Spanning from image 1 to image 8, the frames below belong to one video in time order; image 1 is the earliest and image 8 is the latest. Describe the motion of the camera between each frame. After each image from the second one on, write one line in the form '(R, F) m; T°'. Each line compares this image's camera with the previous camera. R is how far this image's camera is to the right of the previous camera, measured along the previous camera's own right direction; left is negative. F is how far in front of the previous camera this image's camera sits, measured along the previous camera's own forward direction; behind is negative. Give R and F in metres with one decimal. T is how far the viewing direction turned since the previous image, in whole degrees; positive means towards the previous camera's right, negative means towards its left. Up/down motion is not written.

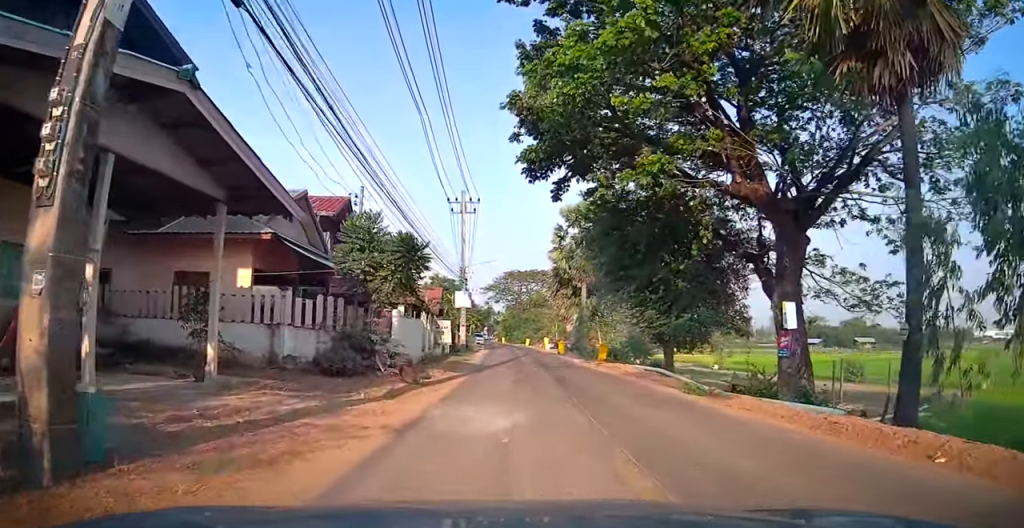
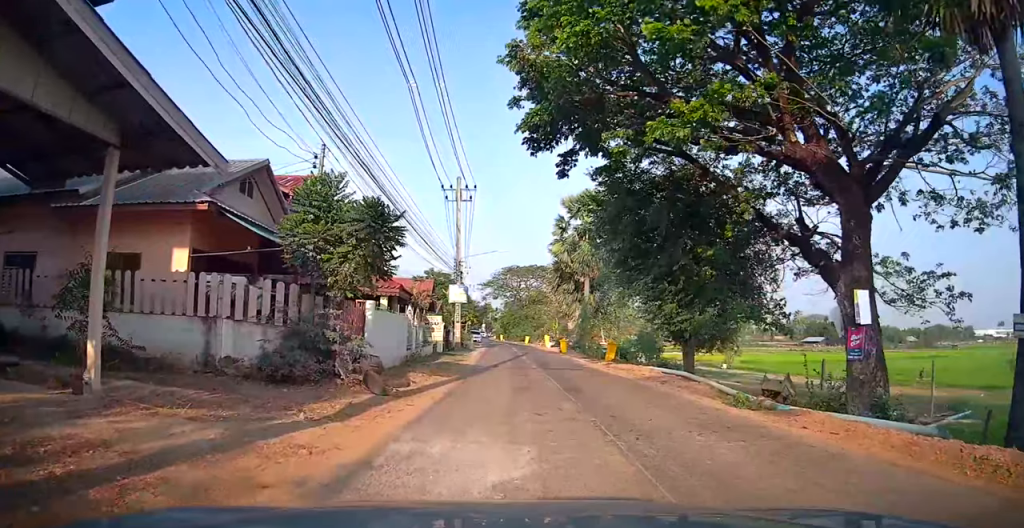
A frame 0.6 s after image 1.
(0.0, +2.4) m; +1°
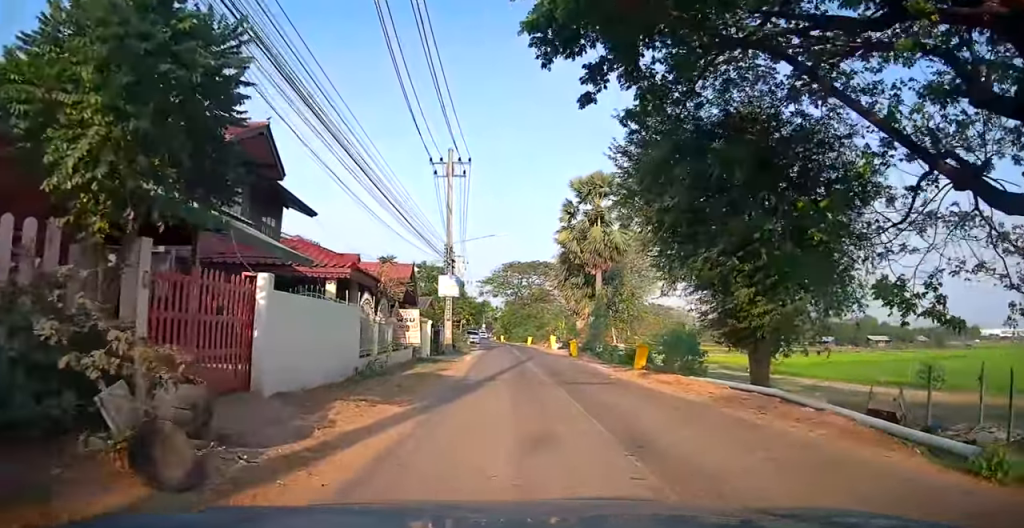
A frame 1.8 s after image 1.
(+0.1, +4.9) m; 0°
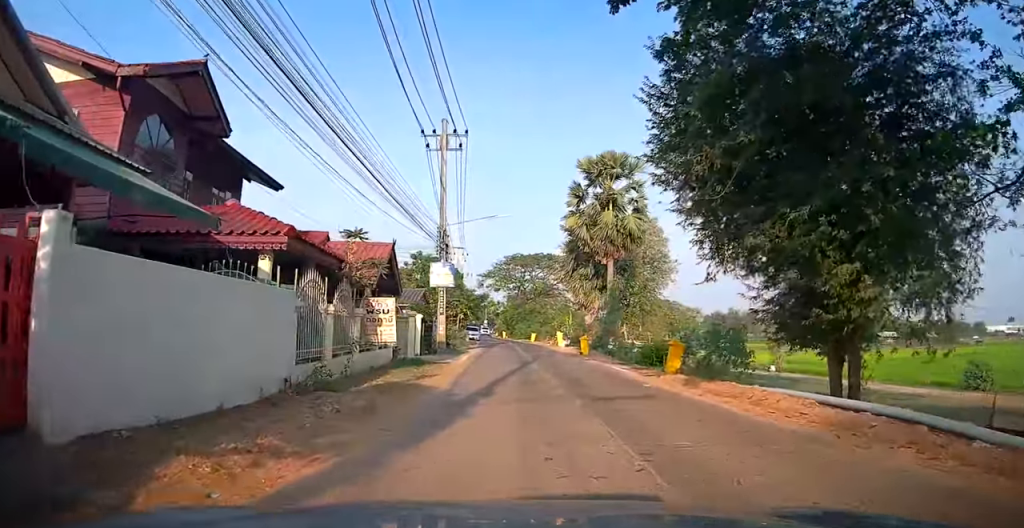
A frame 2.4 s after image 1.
(0.0, +3.4) m; -1°
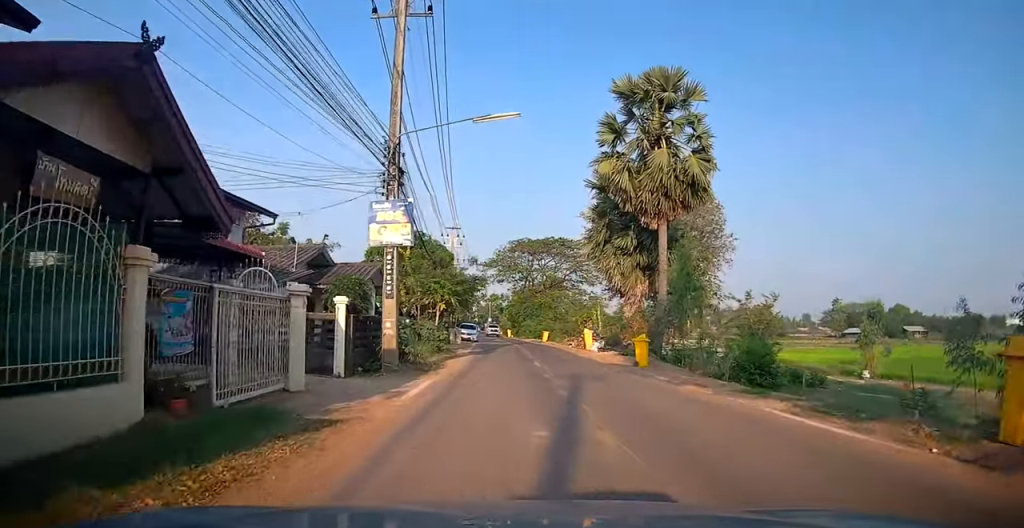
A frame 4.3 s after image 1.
(-0.4, +11.2) m; -3°
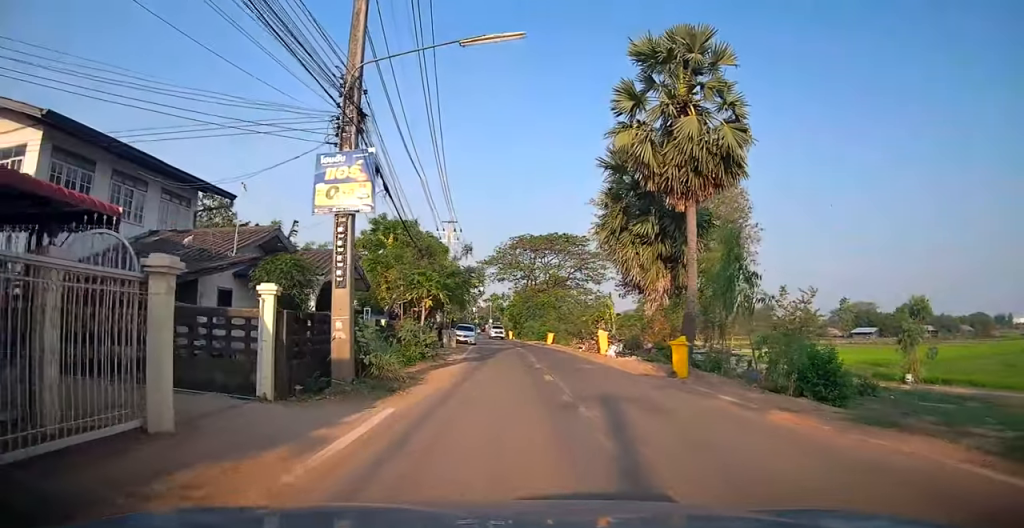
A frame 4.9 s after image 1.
(0.0, +3.6) m; -1°
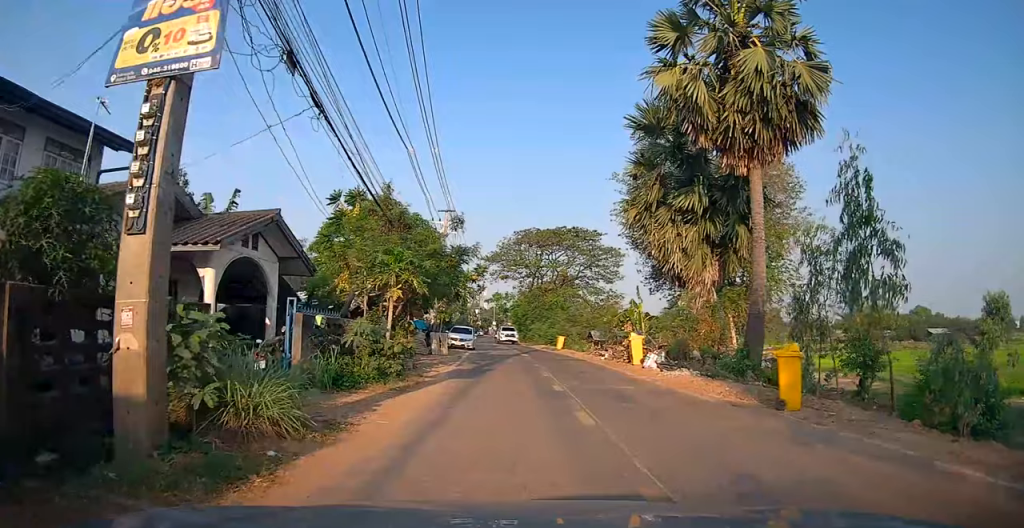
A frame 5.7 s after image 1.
(0.0, +5.4) m; 0°
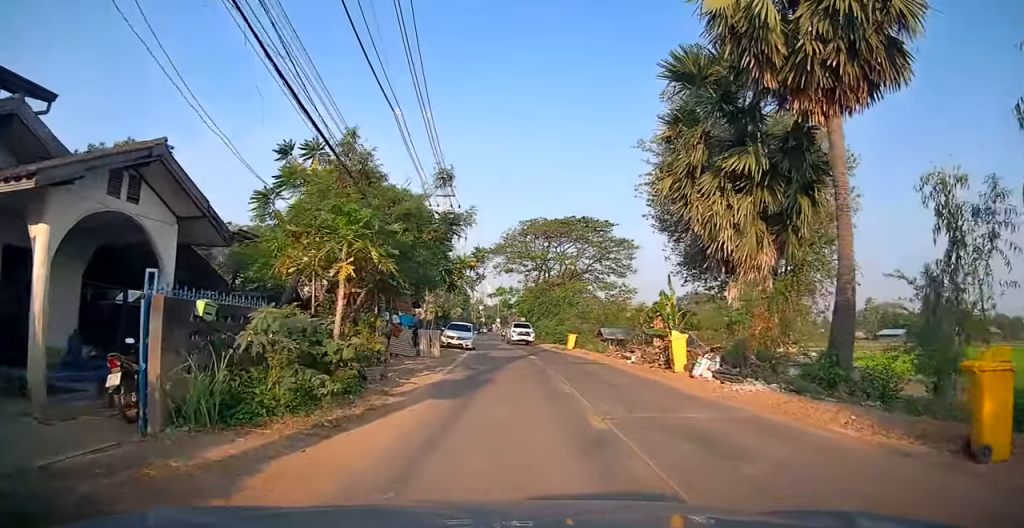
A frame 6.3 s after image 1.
(0.0, +4.4) m; 0°
